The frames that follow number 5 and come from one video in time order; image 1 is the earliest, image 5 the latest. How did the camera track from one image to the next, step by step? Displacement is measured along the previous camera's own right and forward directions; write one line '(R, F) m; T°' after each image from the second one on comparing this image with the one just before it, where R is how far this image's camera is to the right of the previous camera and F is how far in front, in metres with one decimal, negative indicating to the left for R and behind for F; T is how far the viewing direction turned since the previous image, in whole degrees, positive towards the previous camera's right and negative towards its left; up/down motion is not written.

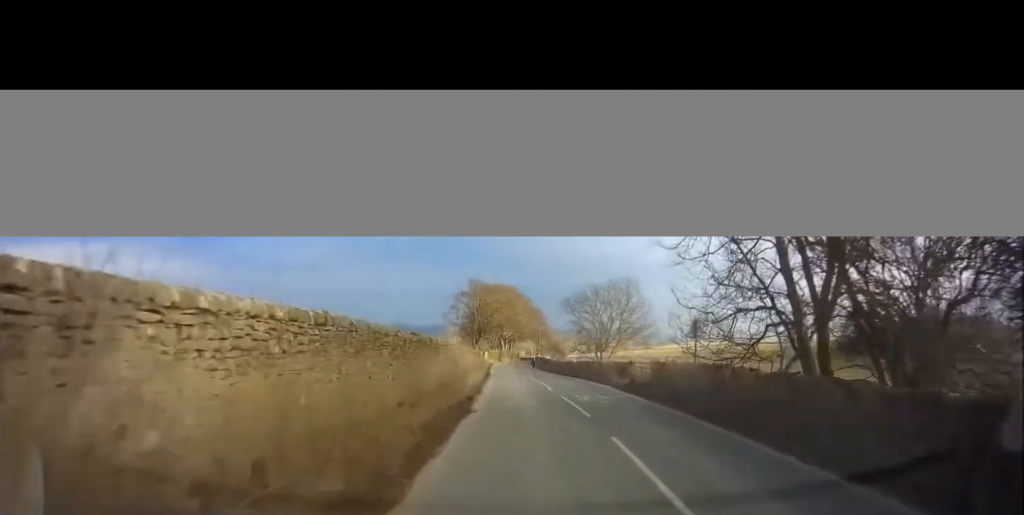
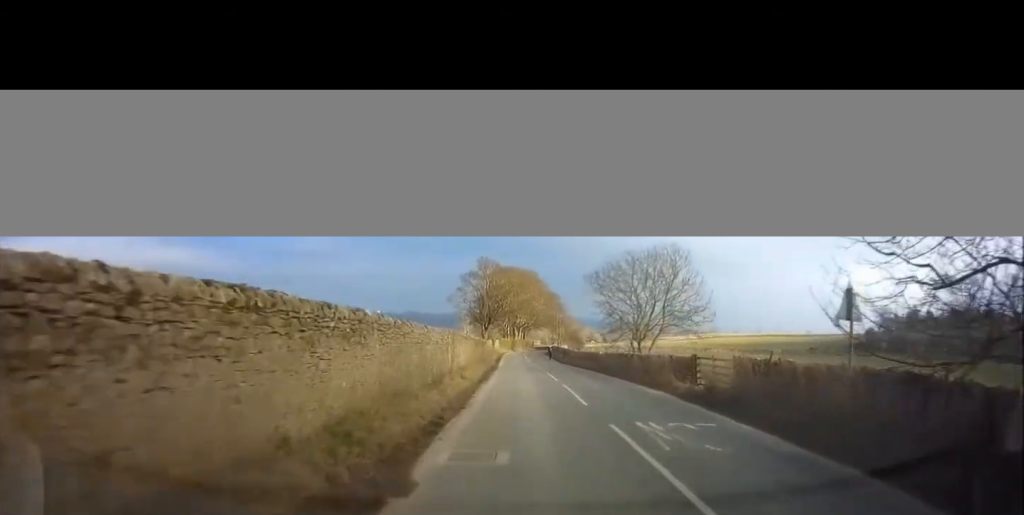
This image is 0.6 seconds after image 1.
(-0.1, +8.5) m; -1°
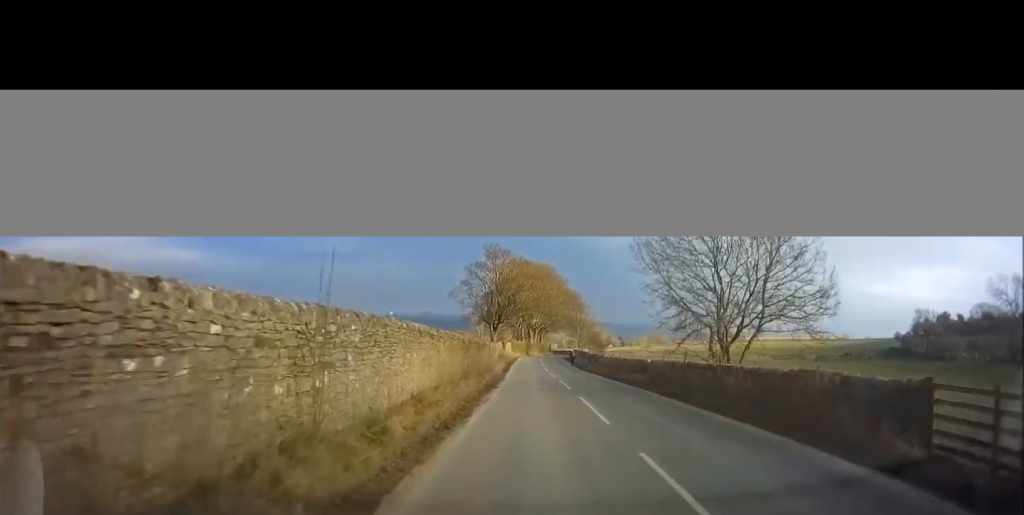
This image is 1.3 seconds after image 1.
(0.0, +11.2) m; -1°
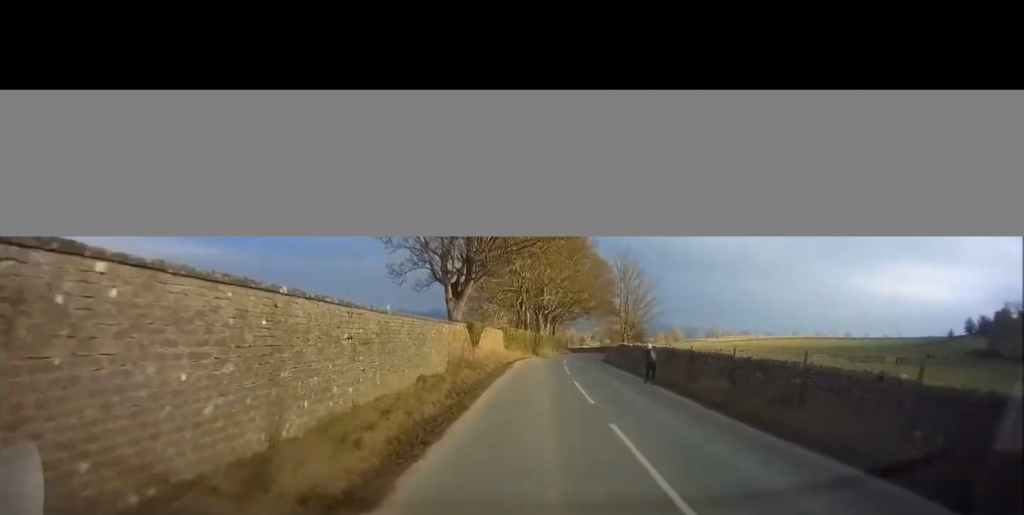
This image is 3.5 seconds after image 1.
(-1.5, +33.7) m; -2°
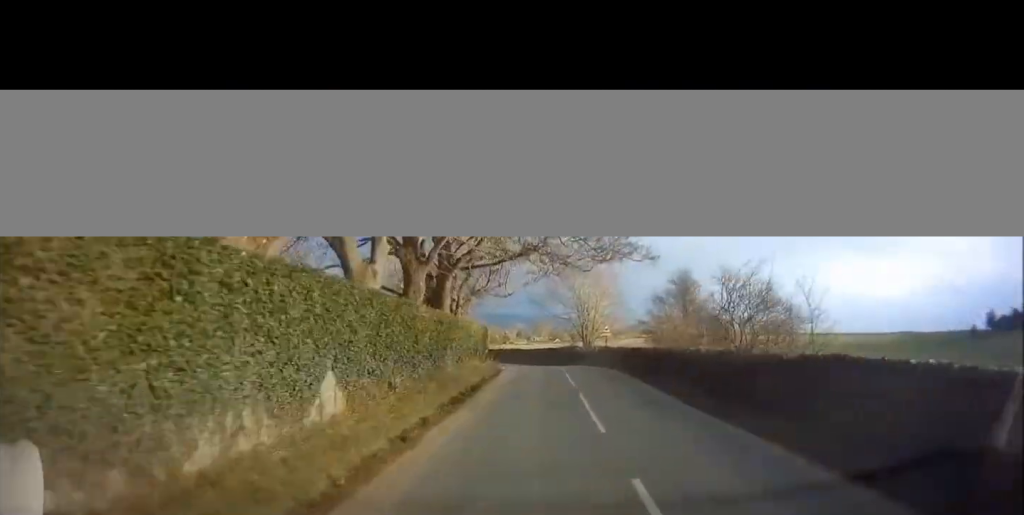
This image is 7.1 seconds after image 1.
(+3.7, +56.8) m; +6°
